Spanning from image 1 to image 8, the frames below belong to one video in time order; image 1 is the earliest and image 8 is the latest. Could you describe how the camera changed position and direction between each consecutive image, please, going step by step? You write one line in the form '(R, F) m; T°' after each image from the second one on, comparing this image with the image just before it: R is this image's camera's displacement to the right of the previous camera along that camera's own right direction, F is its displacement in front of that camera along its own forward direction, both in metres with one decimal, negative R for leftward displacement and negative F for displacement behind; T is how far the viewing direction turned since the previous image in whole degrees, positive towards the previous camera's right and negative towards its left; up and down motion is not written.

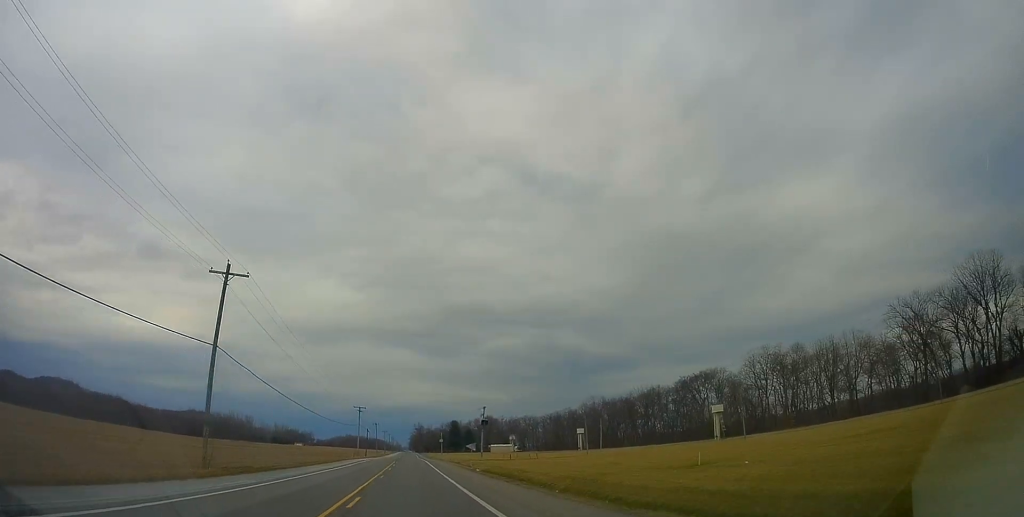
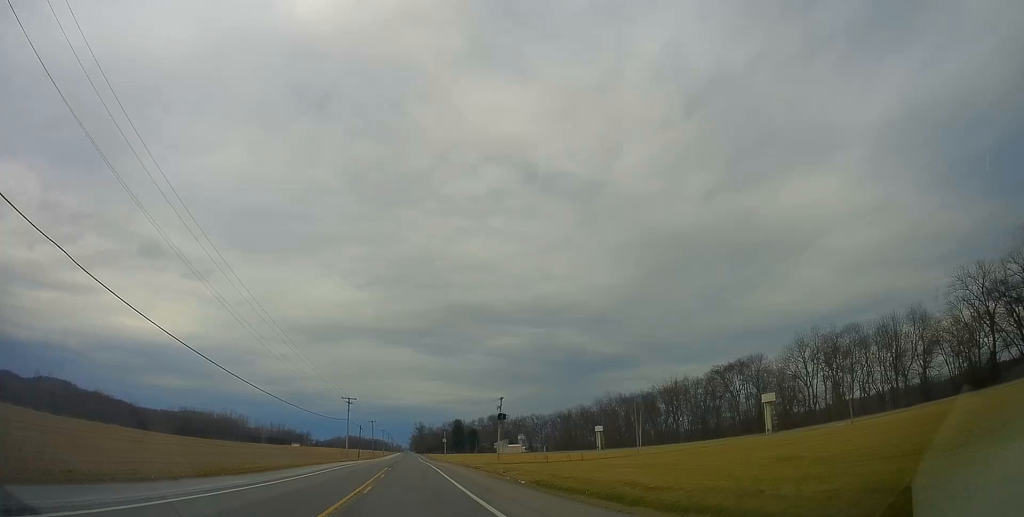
(-0.3, +21.6) m; -1°
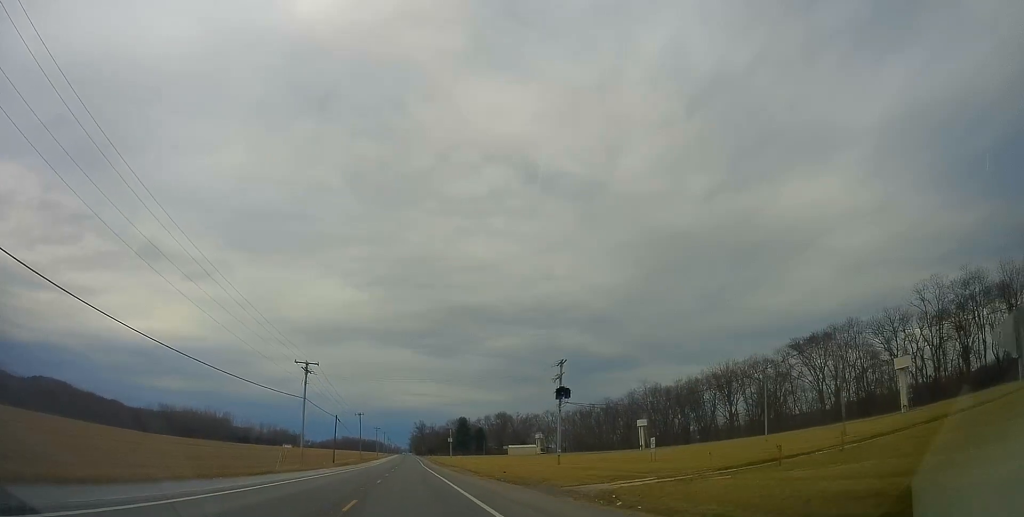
(+0.2, +39.6) m; +1°
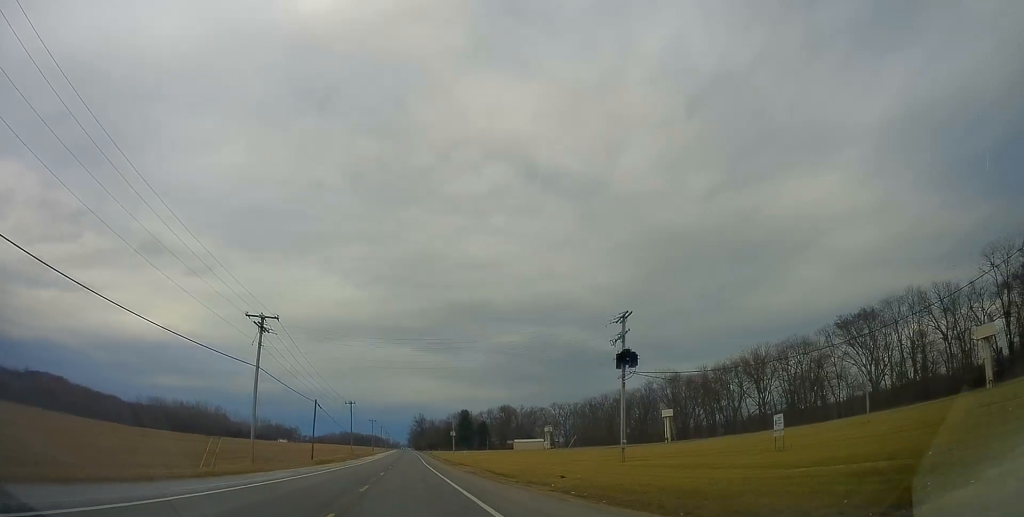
(+0.2, +18.0) m; 0°
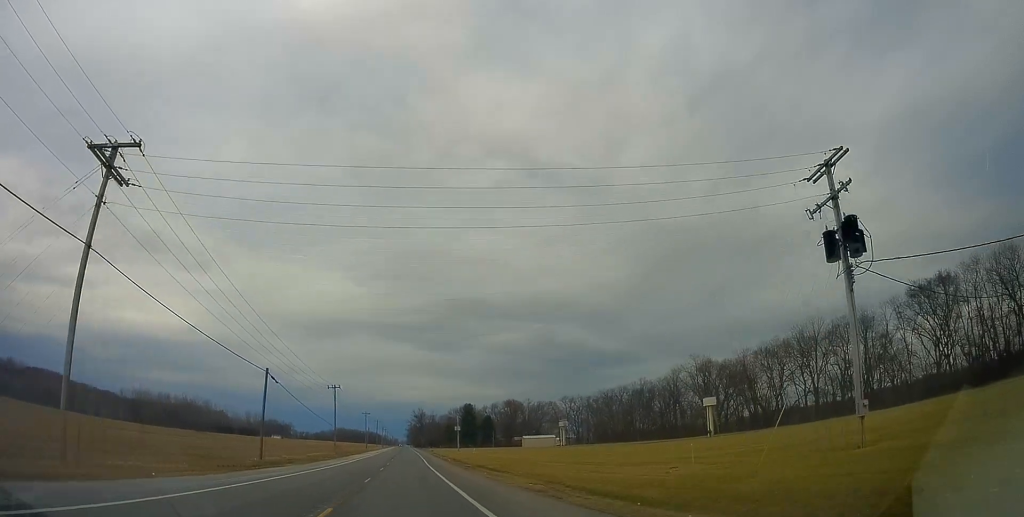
(+0.1, +23.2) m; 0°
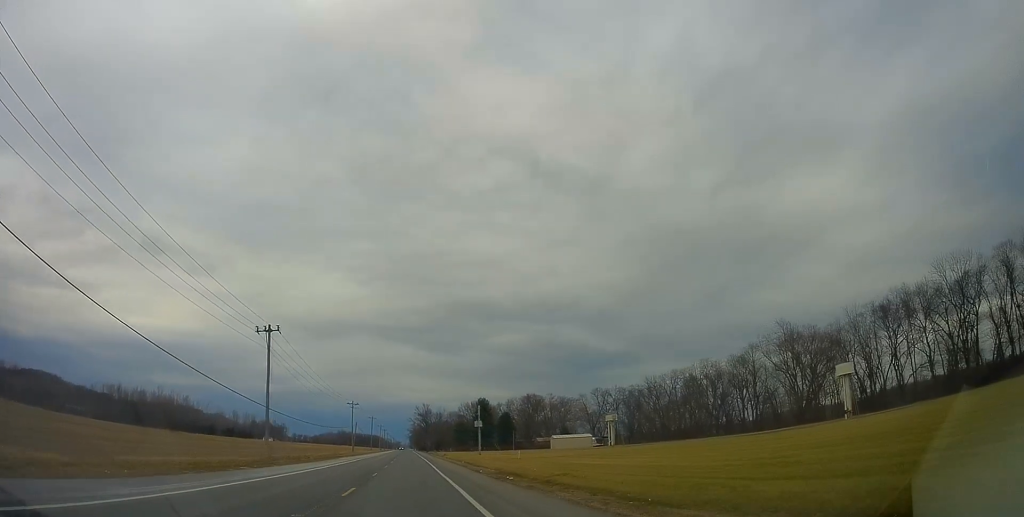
(-0.6, +44.1) m; 0°
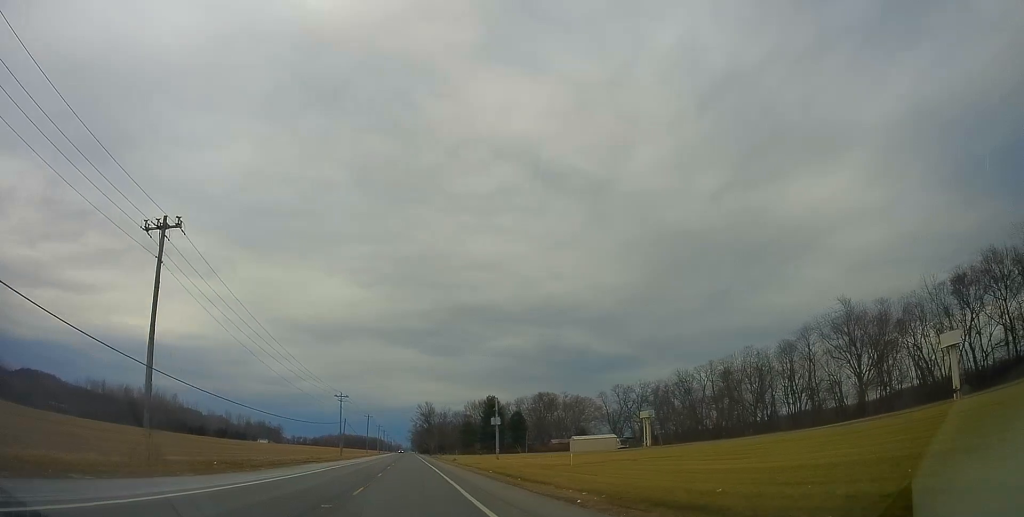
(+0.7, +22.3) m; +1°
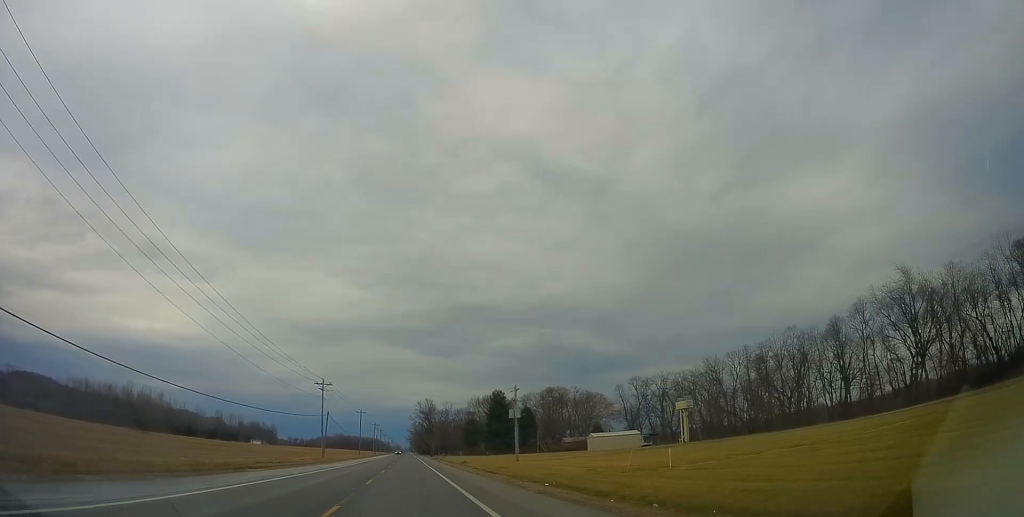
(-0.4, +18.8) m; -1°
